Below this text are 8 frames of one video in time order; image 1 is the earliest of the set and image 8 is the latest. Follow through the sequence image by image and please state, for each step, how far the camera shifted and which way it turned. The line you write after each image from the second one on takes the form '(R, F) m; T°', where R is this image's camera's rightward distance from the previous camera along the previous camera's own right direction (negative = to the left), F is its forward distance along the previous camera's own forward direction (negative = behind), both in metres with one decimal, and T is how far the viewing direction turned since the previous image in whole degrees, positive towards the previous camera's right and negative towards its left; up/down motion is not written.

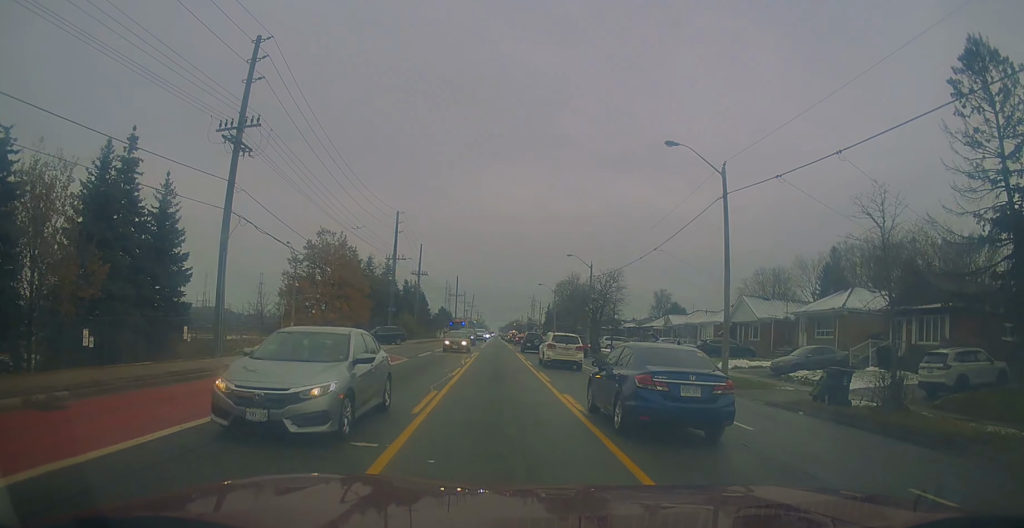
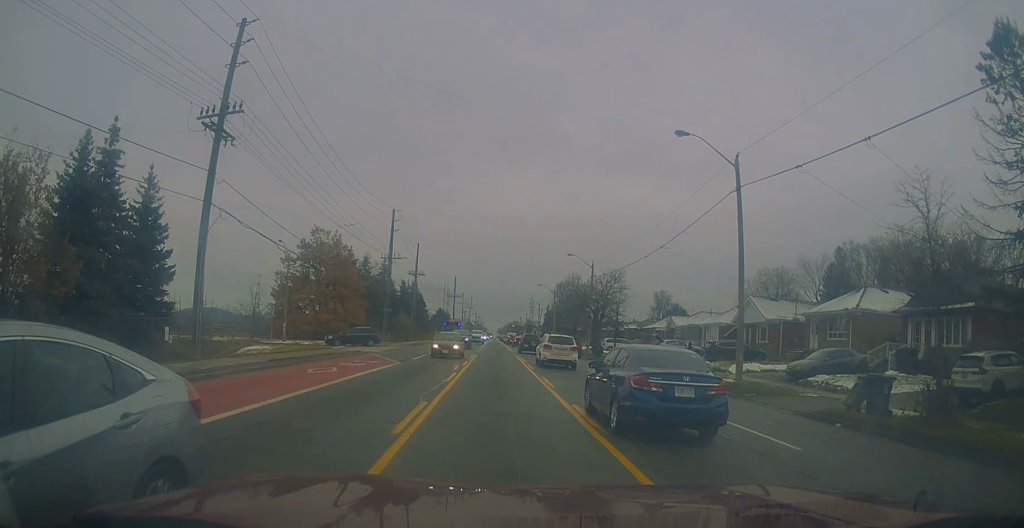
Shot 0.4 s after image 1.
(-0.1, +1.9) m; +2°
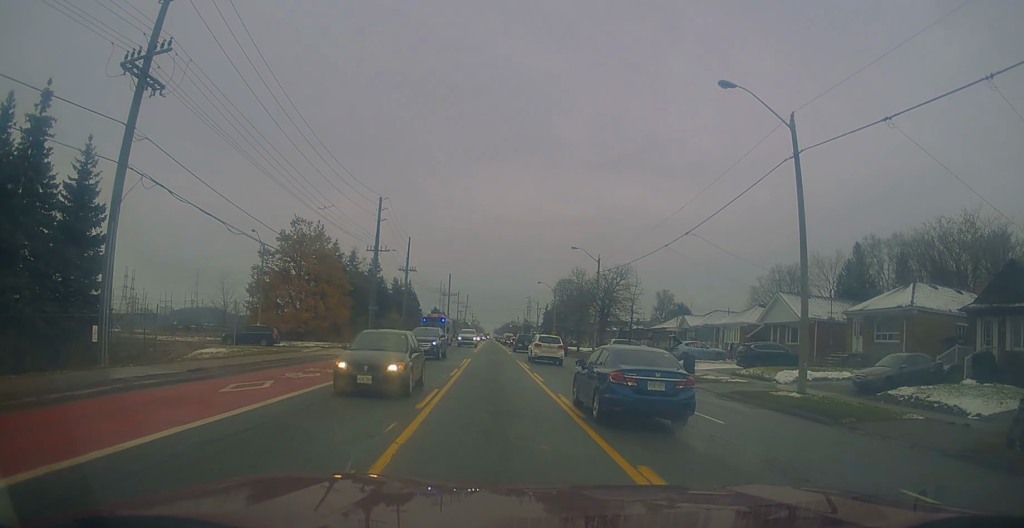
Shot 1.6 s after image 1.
(+0.4, +5.9) m; -1°
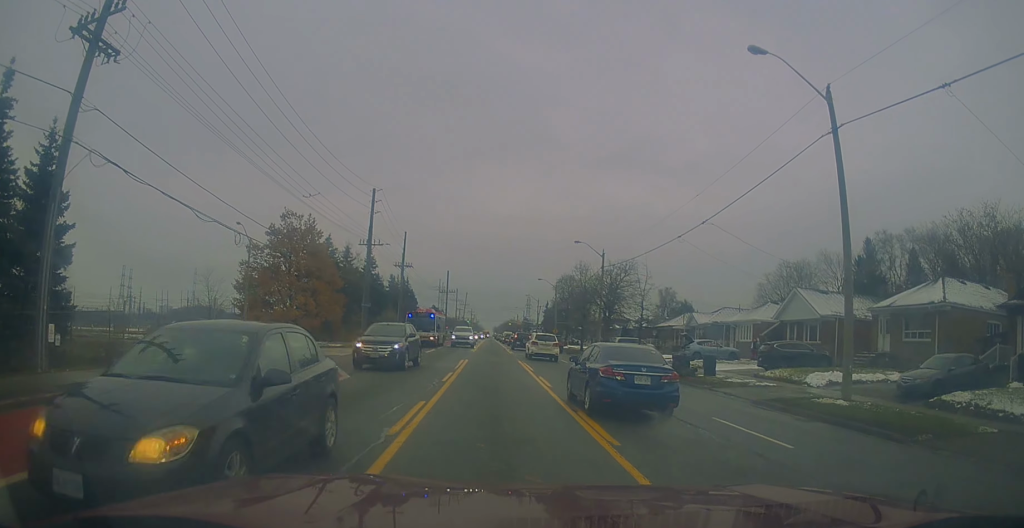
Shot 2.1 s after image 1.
(-0.3, +3.0) m; +2°
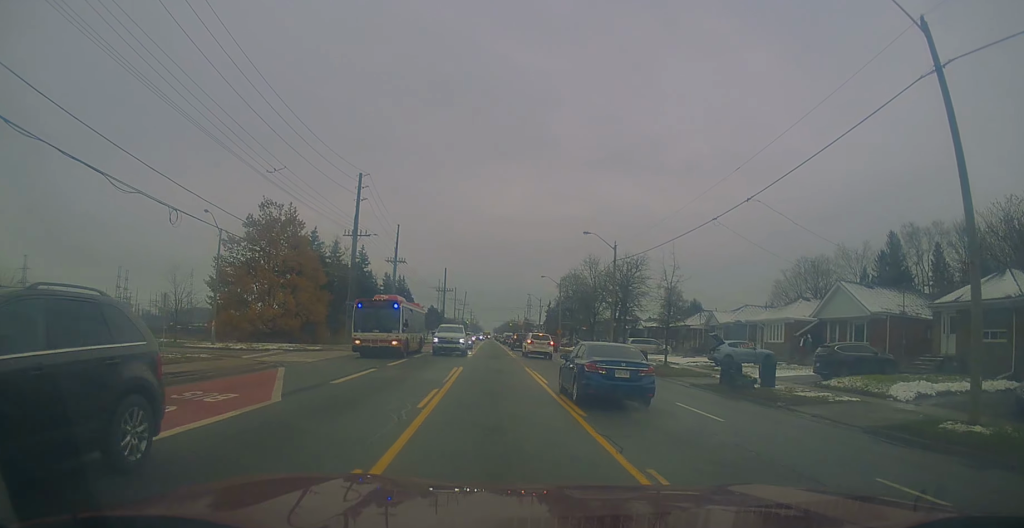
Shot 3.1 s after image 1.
(+0.2, +5.7) m; +4°
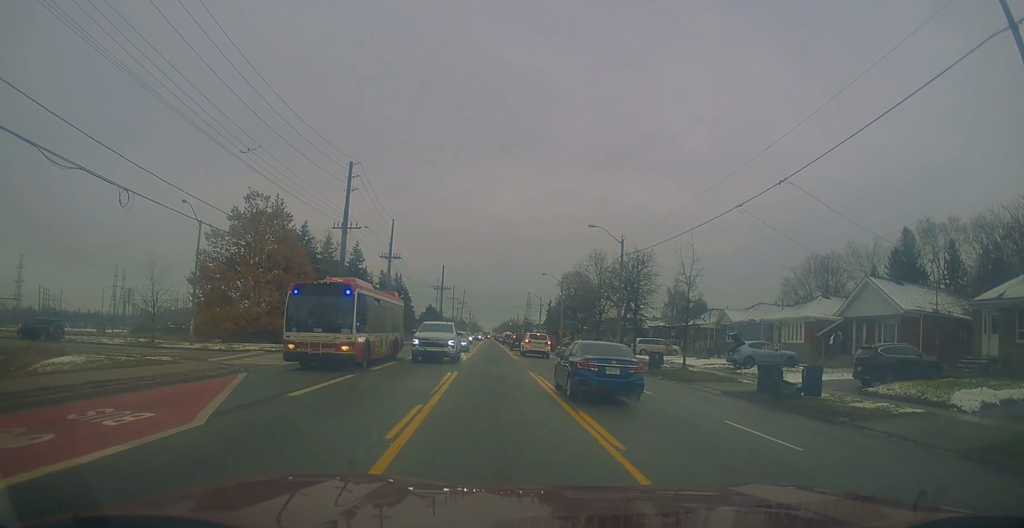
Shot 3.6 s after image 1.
(+0.3, +3.1) m; +2°
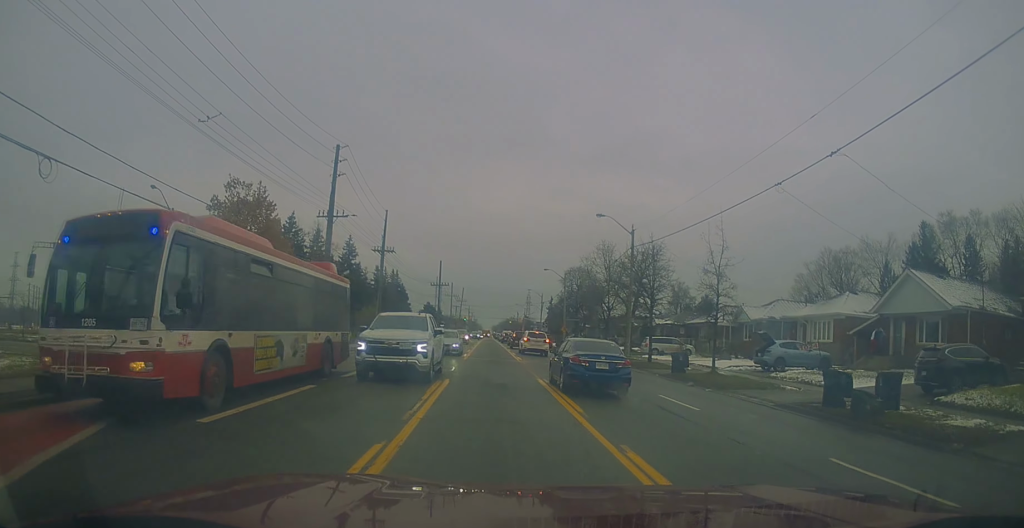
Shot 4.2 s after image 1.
(-0.2, +4.1) m; -4°
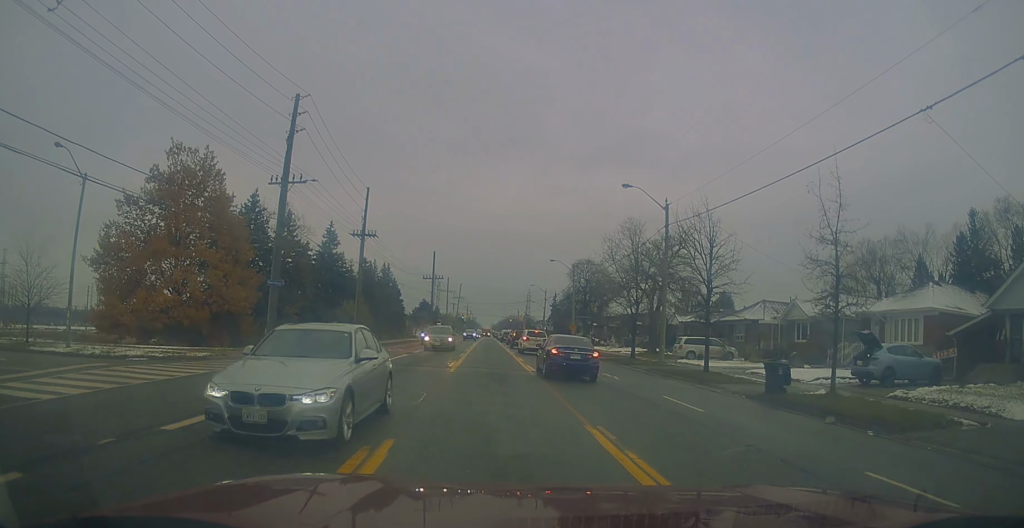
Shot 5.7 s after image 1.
(-0.9, +9.8) m; -5°
